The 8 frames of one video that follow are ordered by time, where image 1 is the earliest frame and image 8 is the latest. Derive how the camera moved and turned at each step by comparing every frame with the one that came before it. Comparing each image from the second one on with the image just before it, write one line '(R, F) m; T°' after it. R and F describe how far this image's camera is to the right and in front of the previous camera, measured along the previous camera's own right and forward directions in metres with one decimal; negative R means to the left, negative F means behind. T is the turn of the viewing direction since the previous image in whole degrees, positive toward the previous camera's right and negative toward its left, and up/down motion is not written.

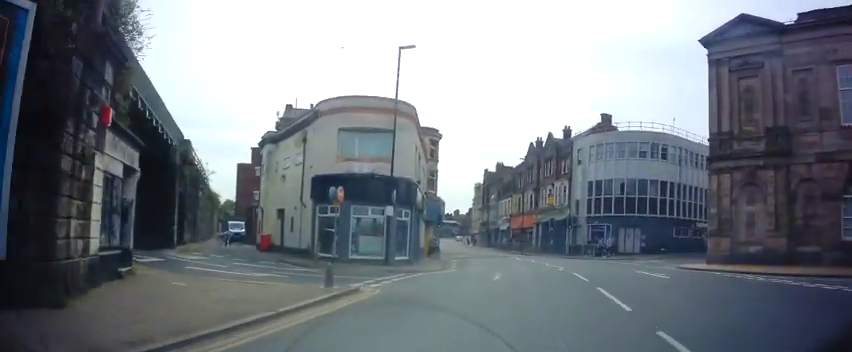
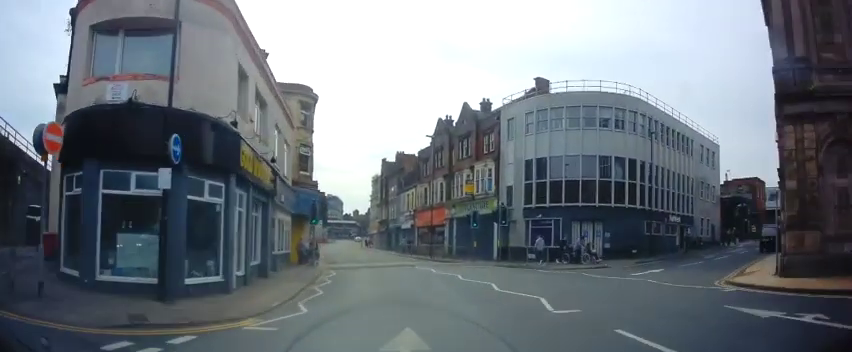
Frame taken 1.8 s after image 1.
(+1.9, +11.6) m; +14°
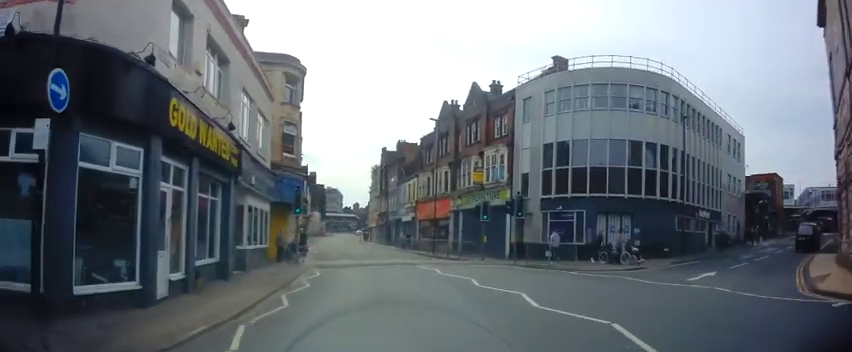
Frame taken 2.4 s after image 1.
(+0.1, +4.1) m; 0°
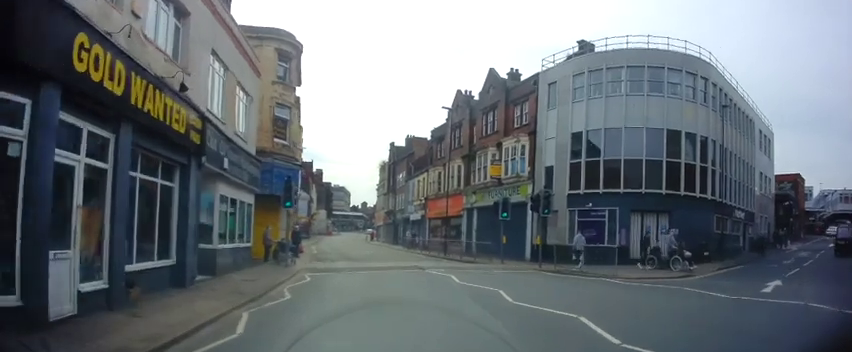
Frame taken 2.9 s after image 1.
(0.0, +3.4) m; -1°
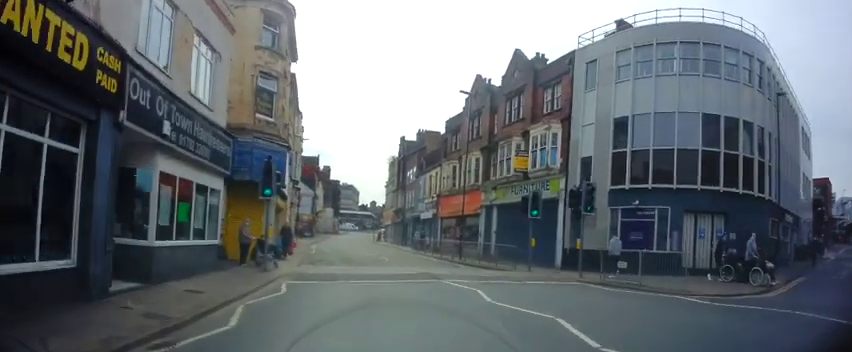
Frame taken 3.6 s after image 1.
(+0.1, +4.1) m; -3°
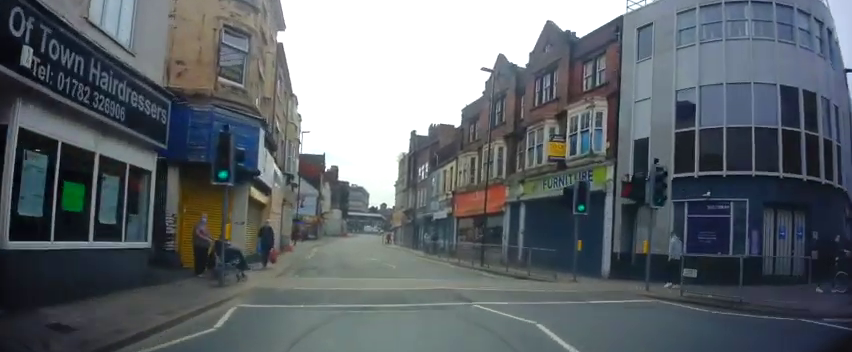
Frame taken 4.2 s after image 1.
(-0.3, +4.5) m; -3°
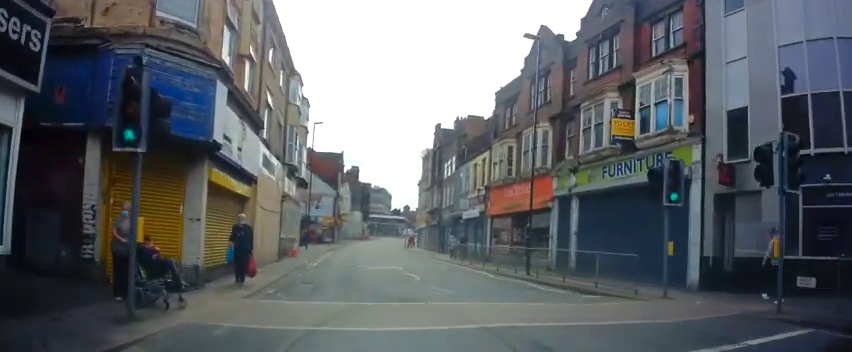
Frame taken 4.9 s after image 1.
(-0.1, +4.6) m; -2°
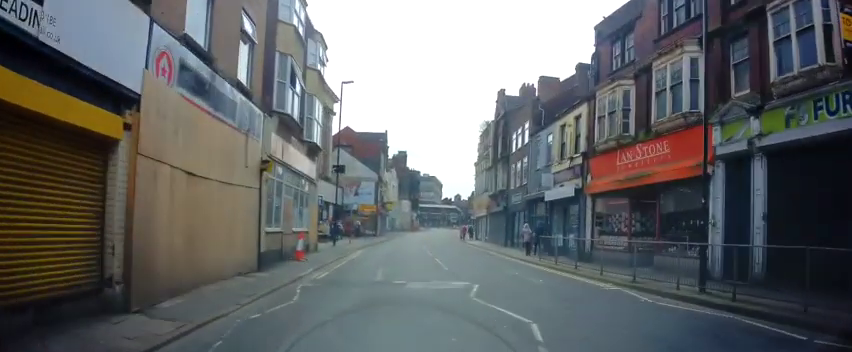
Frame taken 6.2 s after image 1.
(-0.2, +9.6) m; -4°
